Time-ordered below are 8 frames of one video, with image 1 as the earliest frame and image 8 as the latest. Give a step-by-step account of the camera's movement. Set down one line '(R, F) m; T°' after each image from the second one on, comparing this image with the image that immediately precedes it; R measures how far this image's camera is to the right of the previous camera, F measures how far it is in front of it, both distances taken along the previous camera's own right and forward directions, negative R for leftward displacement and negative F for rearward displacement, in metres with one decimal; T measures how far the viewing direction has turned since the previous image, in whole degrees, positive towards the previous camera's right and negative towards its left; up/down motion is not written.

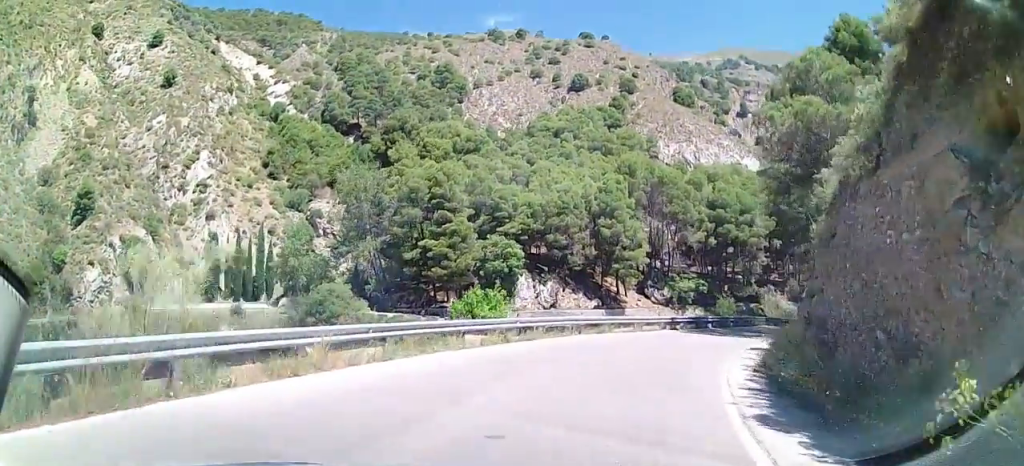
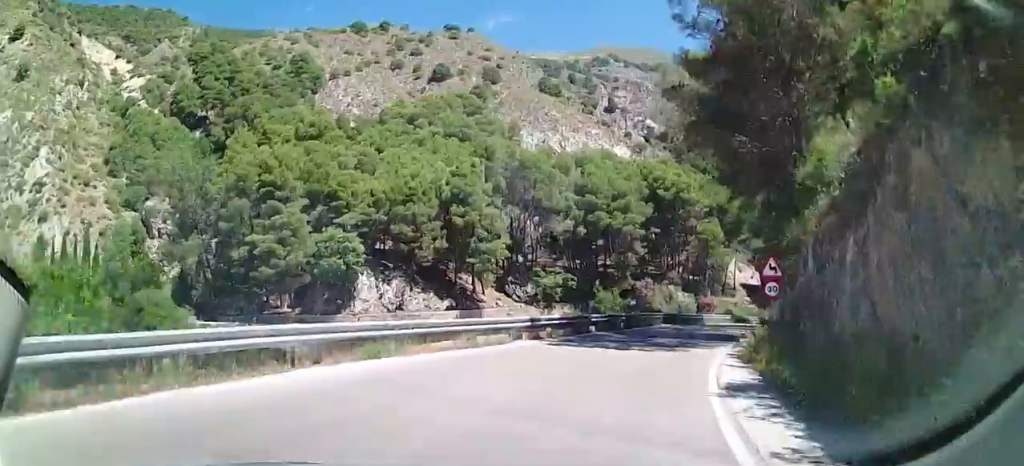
(+3.1, +13.8) m; +17°
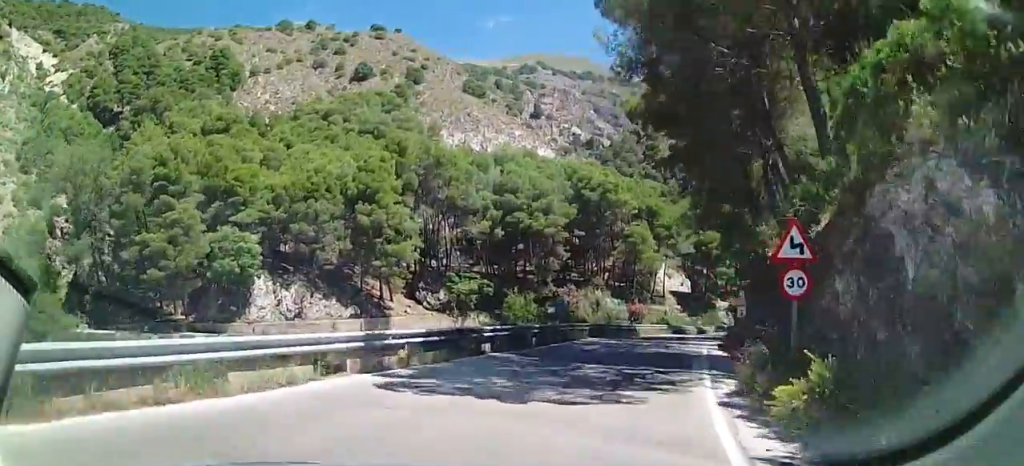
(+0.3, +8.4) m; -1°
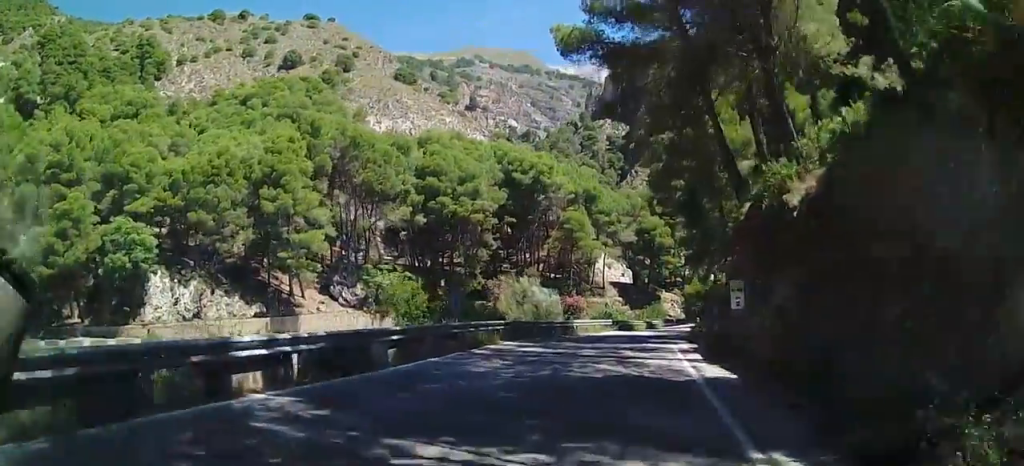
(-0.5, +9.6) m; -3°
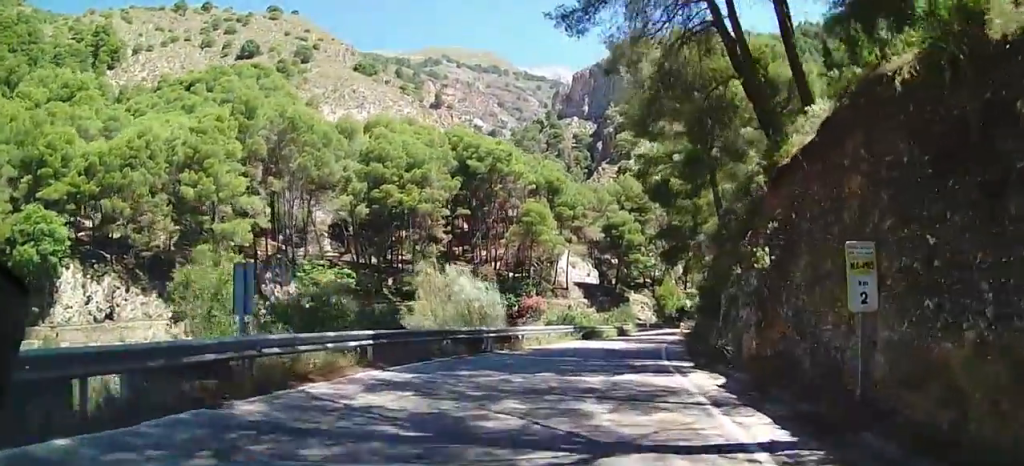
(-0.1, +9.9) m; +3°
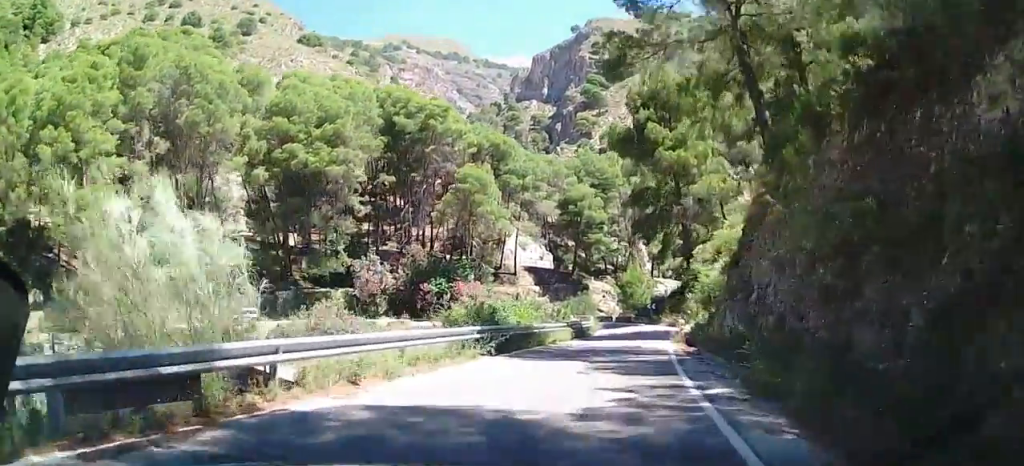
(+1.2, +16.8) m; +9°
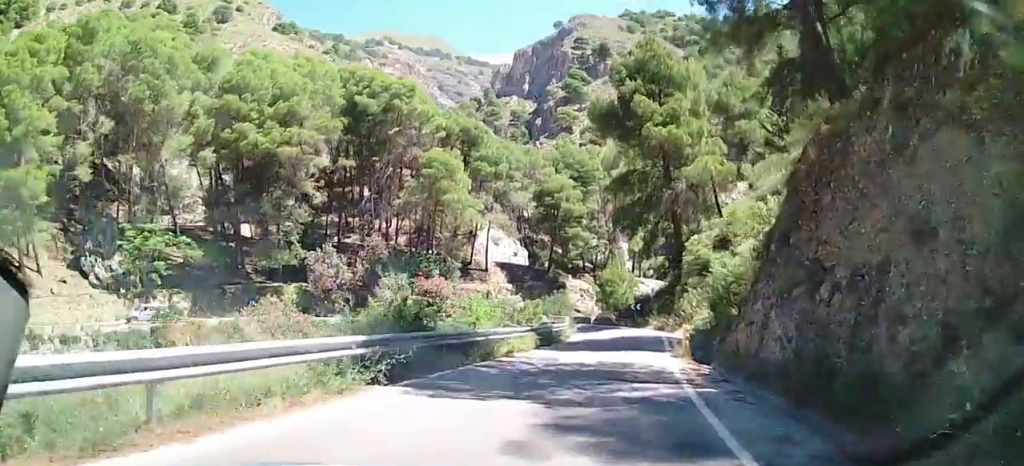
(+0.3, +7.0) m; +6°
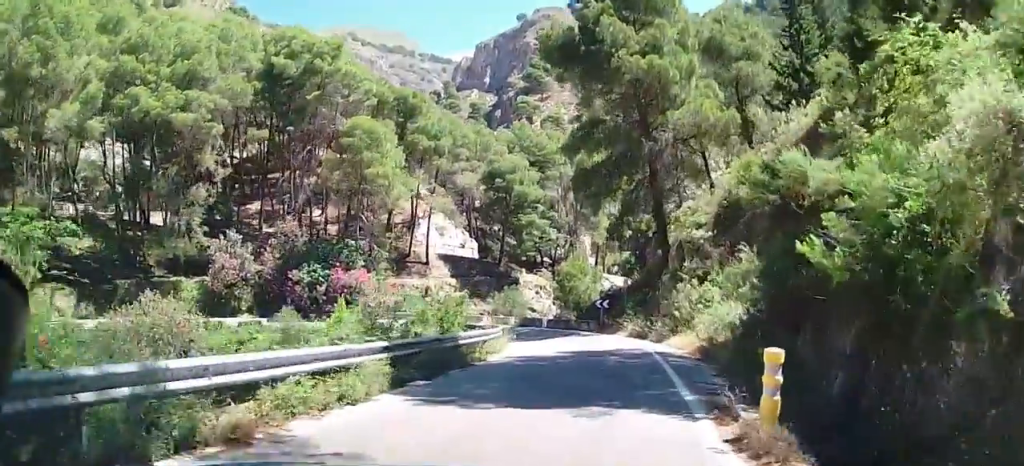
(+1.6, +13.6) m; +10°
